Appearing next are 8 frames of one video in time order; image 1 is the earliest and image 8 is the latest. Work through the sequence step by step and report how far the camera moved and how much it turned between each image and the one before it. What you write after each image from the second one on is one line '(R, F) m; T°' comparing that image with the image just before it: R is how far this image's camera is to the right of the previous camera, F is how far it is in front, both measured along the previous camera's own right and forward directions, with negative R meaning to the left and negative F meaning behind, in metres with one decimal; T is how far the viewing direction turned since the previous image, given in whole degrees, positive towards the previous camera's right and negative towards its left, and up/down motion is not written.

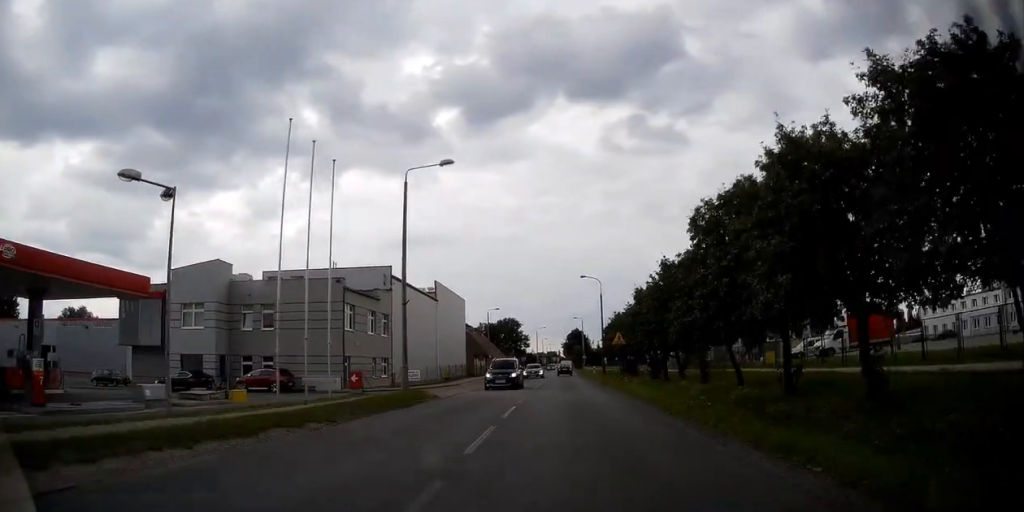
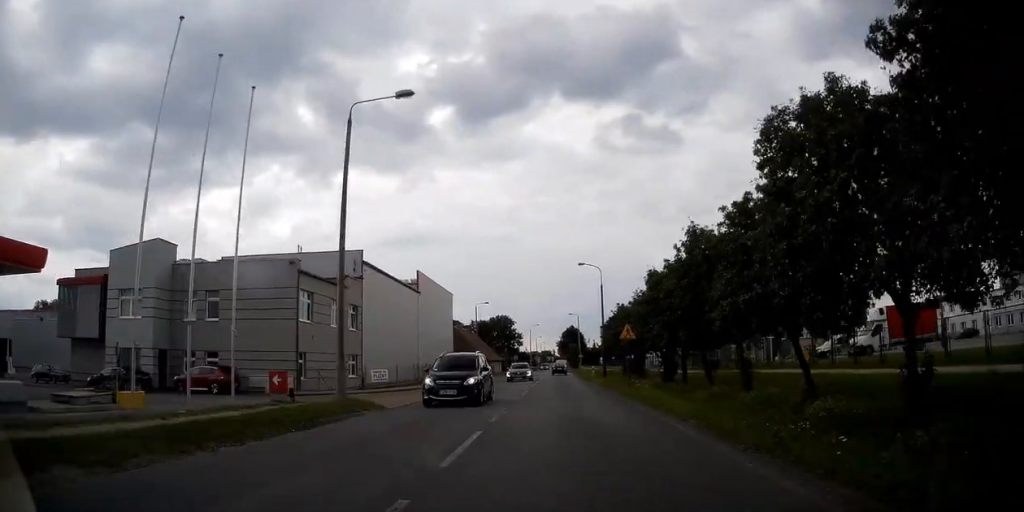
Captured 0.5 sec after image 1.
(0.0, +7.0) m; 0°
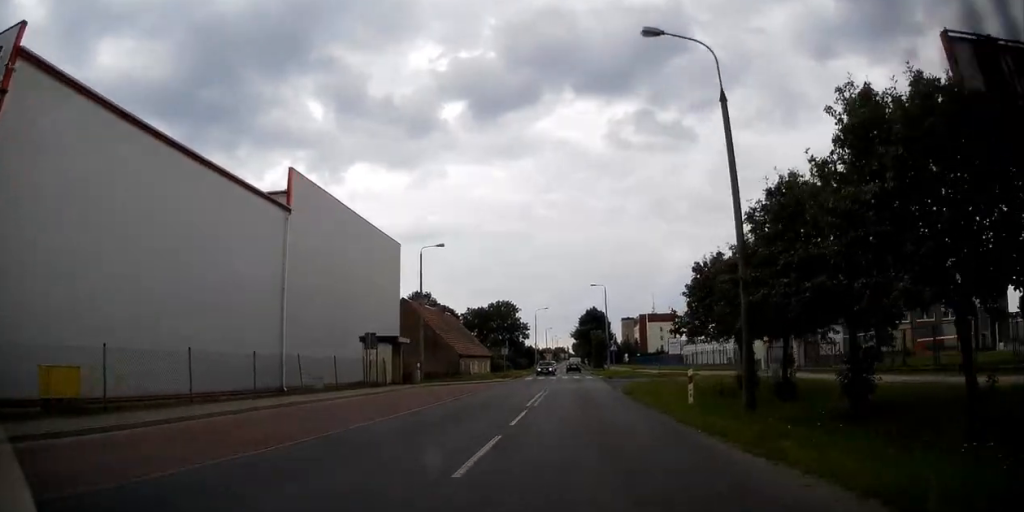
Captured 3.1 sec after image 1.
(+0.3, +35.8) m; +1°
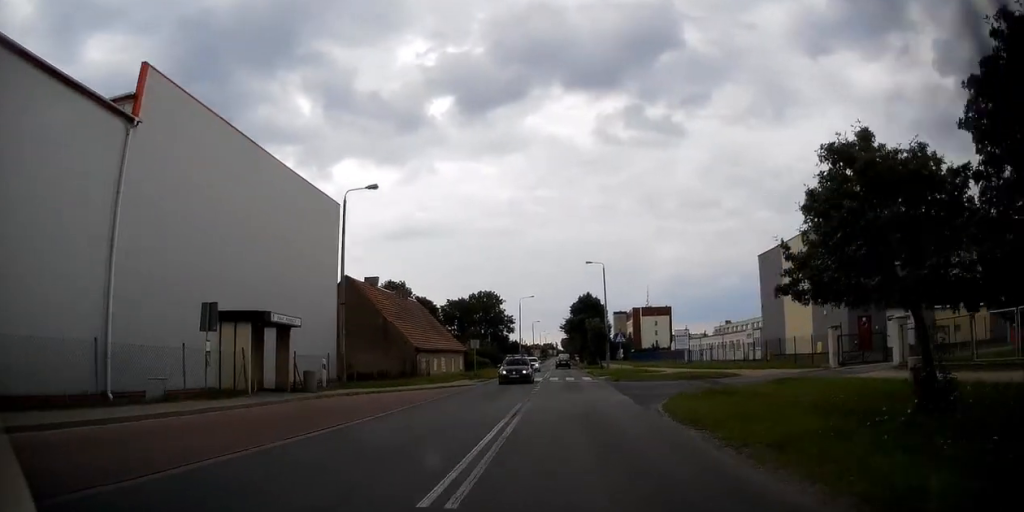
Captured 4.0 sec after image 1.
(0.0, +13.2) m; 0°
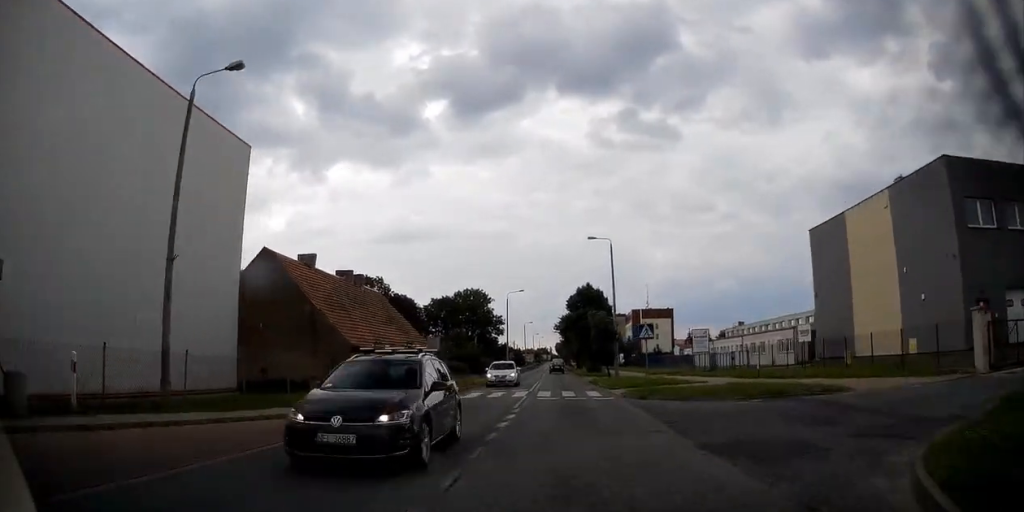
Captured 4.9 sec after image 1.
(-0.1, +12.7) m; 0°
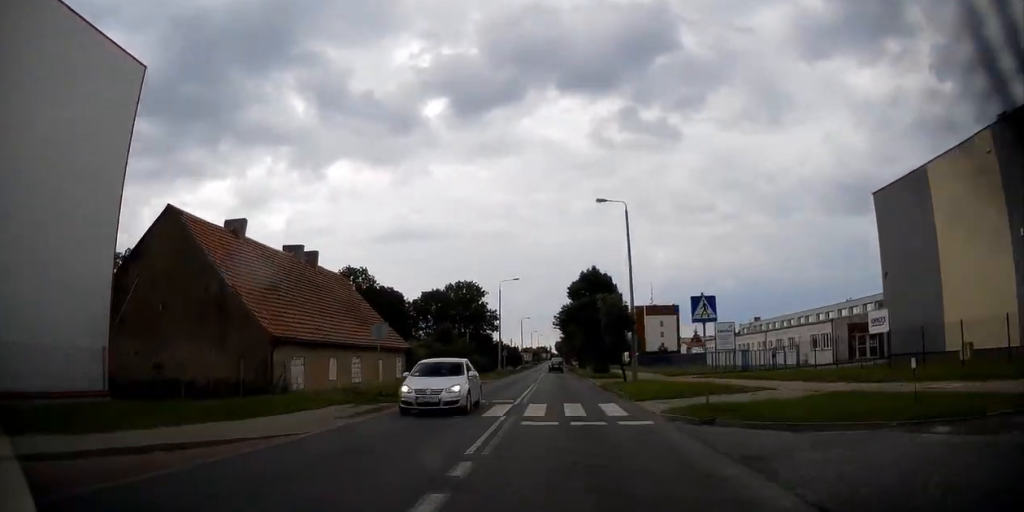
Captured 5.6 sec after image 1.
(+0.2, +9.5) m; 0°
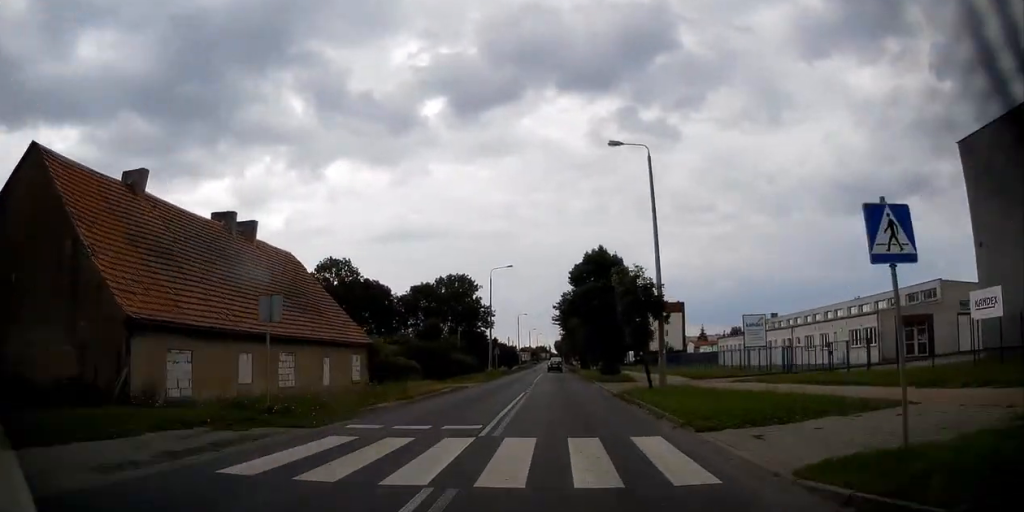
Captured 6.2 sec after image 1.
(-0.1, +8.5) m; 0°
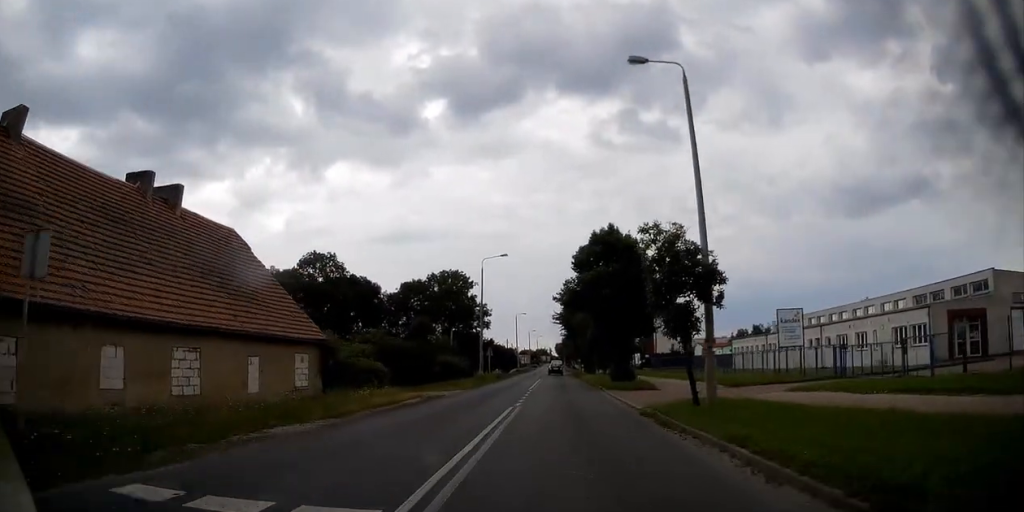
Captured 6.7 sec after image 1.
(-0.1, +7.1) m; 0°
